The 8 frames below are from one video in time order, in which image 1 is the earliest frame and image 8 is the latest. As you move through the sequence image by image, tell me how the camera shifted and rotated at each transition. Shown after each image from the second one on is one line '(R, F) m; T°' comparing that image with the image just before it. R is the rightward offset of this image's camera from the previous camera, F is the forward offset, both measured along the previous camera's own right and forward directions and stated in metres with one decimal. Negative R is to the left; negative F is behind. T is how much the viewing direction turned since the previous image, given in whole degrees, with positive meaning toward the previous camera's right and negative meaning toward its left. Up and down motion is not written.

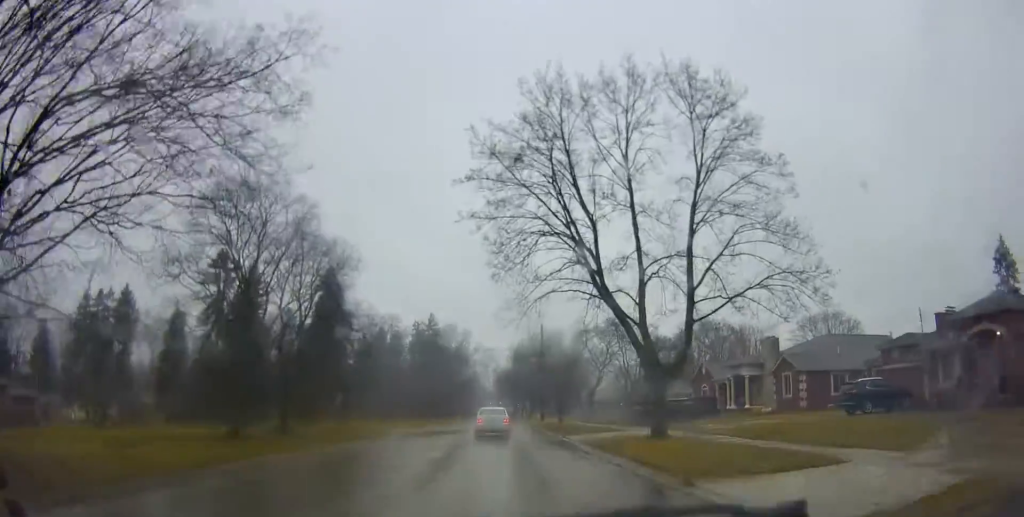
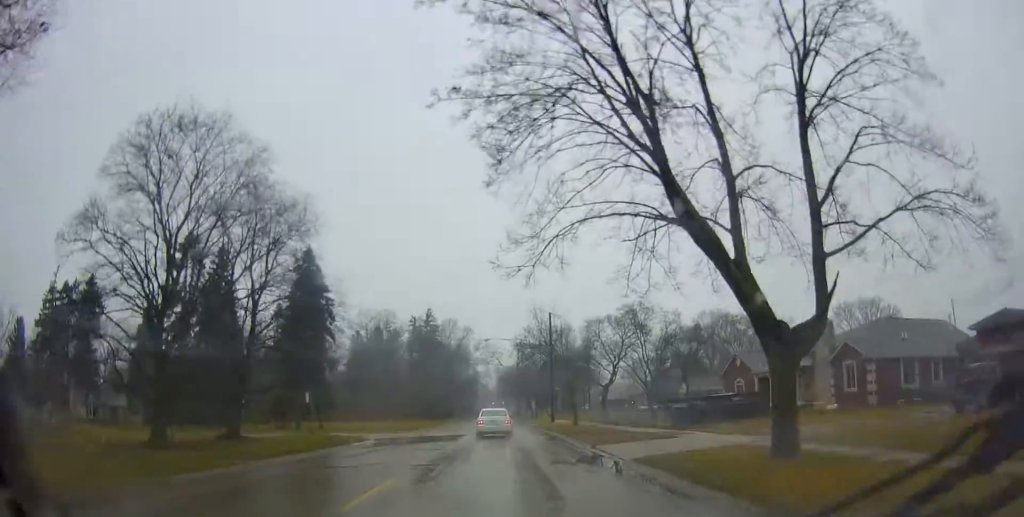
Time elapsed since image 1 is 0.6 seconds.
(0.0, +8.4) m; 0°
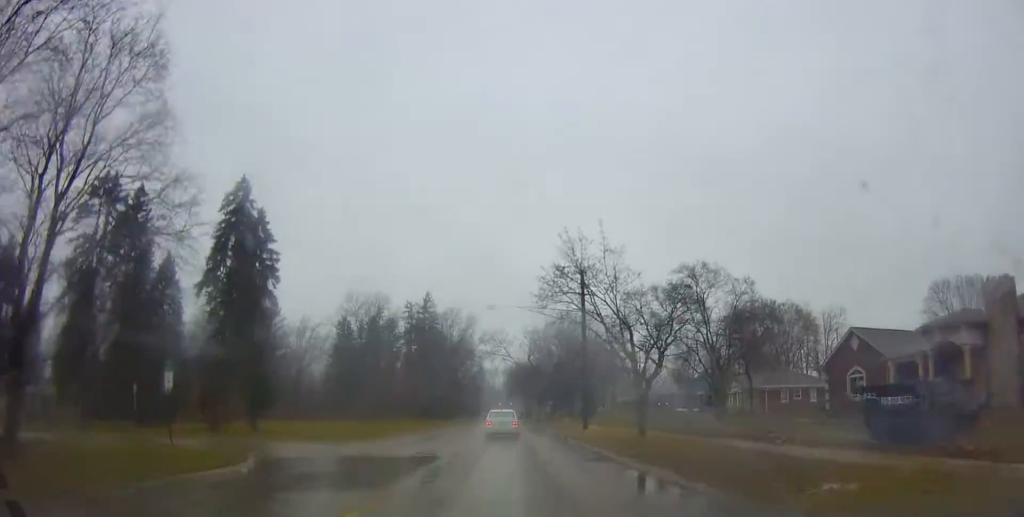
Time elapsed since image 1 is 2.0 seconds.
(0.0, +17.4) m; +1°
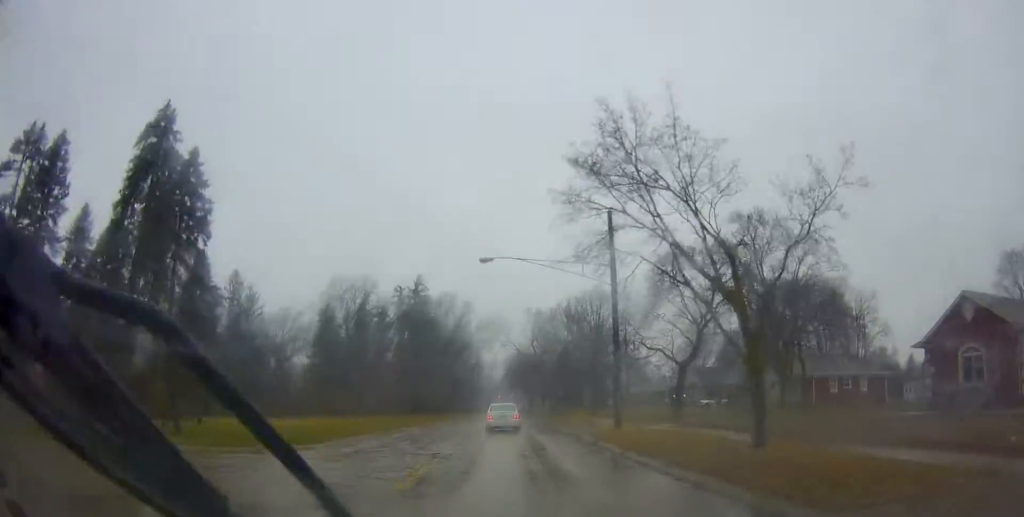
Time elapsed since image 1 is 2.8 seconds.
(0.0, +10.8) m; +1°
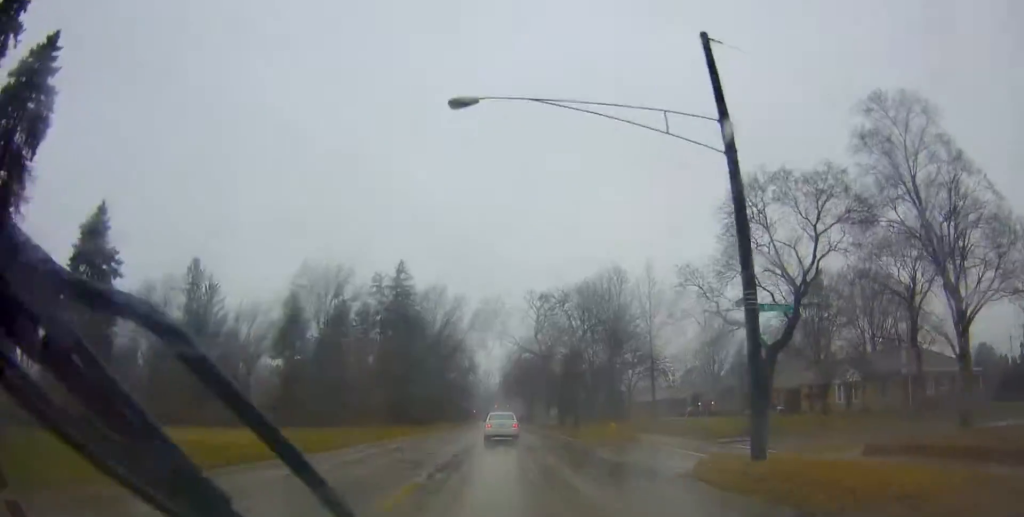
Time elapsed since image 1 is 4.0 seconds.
(+0.1, +15.3) m; +1°
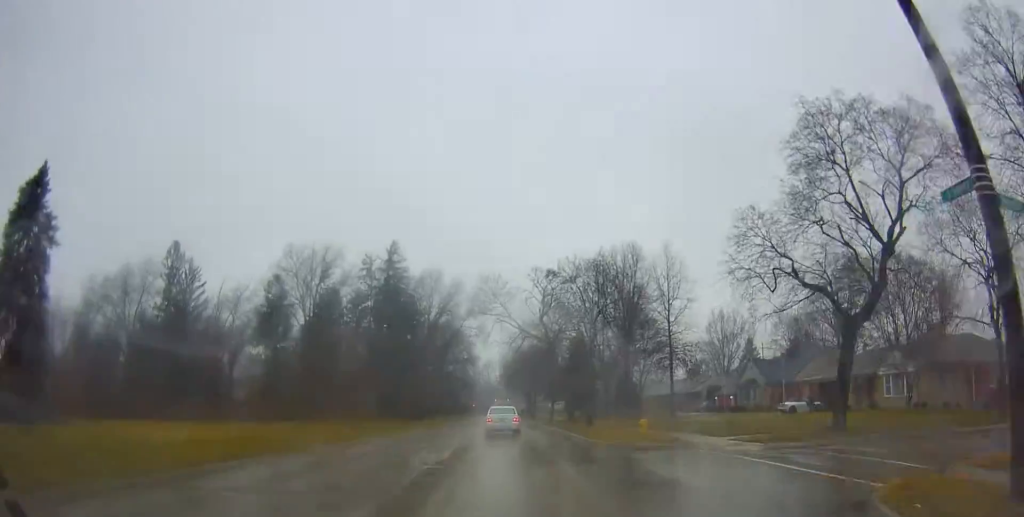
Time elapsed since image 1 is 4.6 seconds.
(+0.1, +7.2) m; -1°
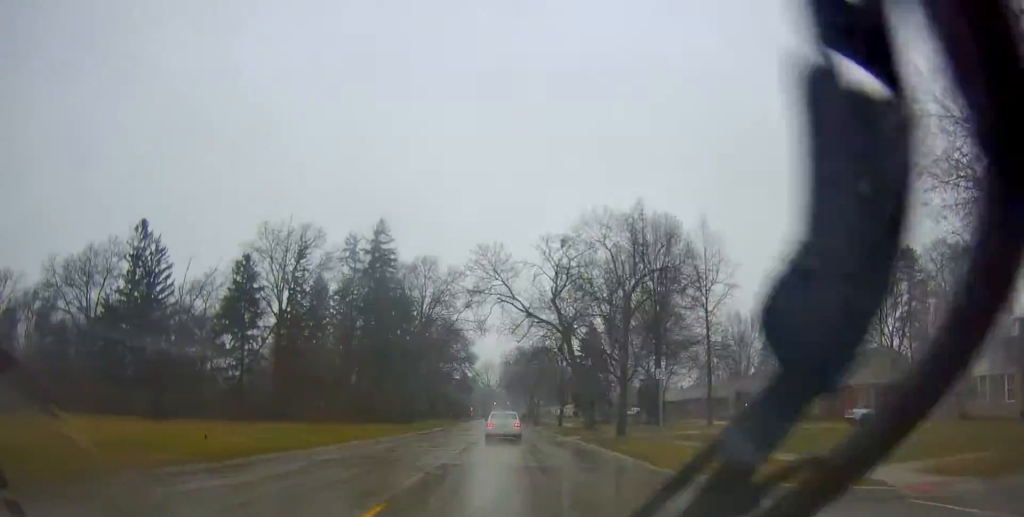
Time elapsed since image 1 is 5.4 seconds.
(0.0, +11.0) m; -3°
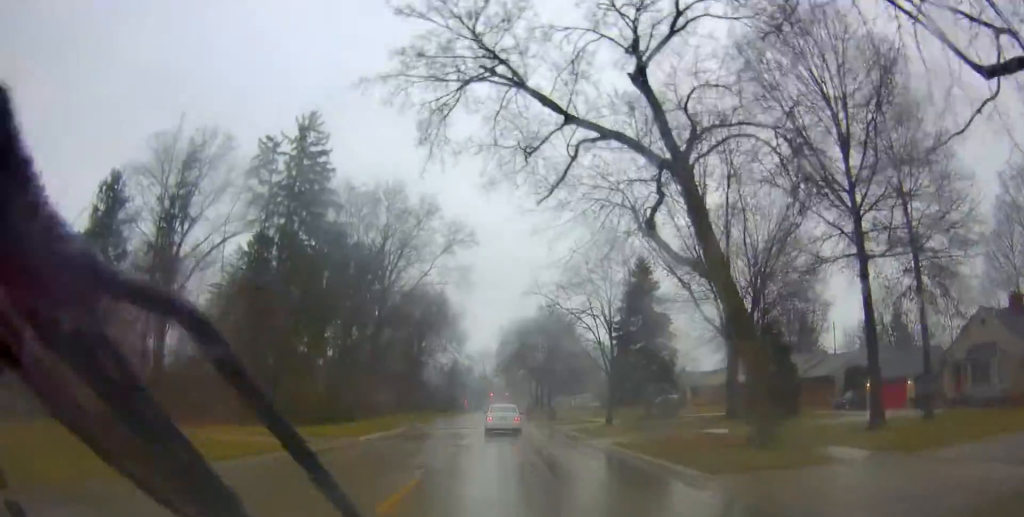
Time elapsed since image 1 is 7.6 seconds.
(+0.4, +27.4) m; +4°
